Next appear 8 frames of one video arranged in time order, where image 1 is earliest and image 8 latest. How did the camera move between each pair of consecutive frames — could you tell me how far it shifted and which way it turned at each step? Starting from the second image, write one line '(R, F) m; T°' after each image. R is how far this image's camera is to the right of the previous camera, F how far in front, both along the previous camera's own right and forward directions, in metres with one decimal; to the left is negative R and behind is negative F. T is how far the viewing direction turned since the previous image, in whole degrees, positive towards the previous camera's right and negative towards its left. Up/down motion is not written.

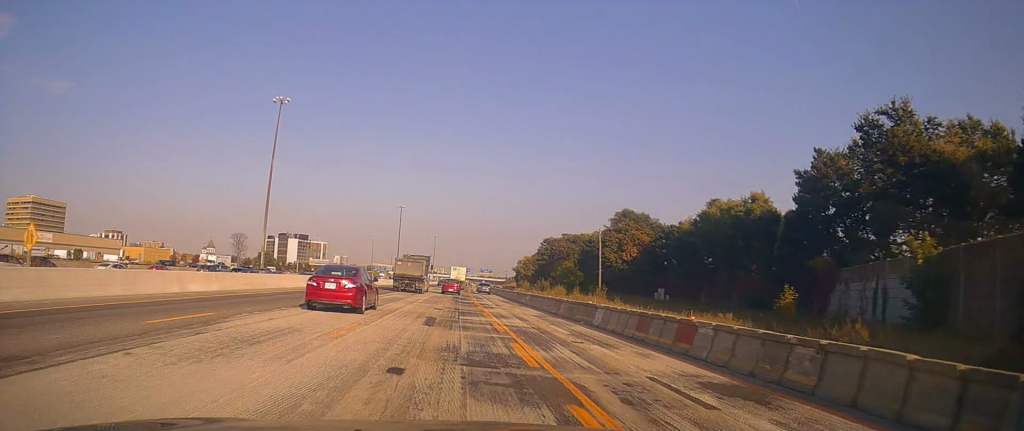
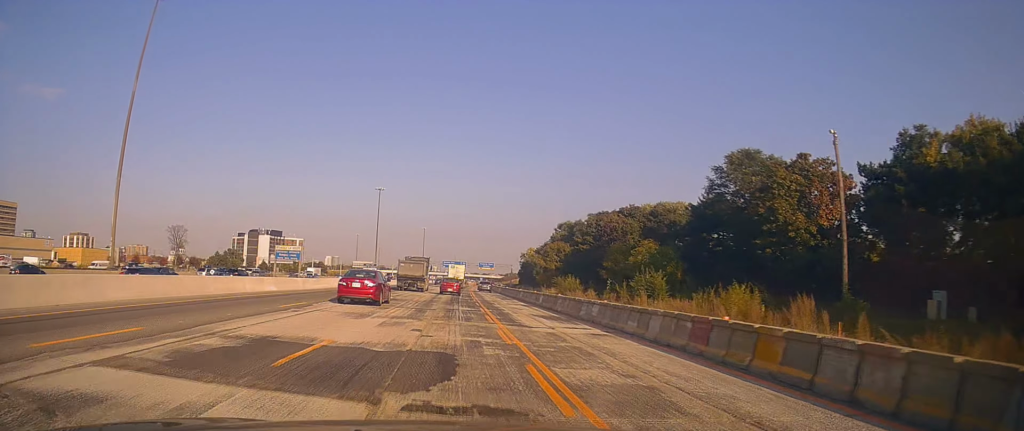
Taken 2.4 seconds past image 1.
(-1.2, +51.6) m; -2°
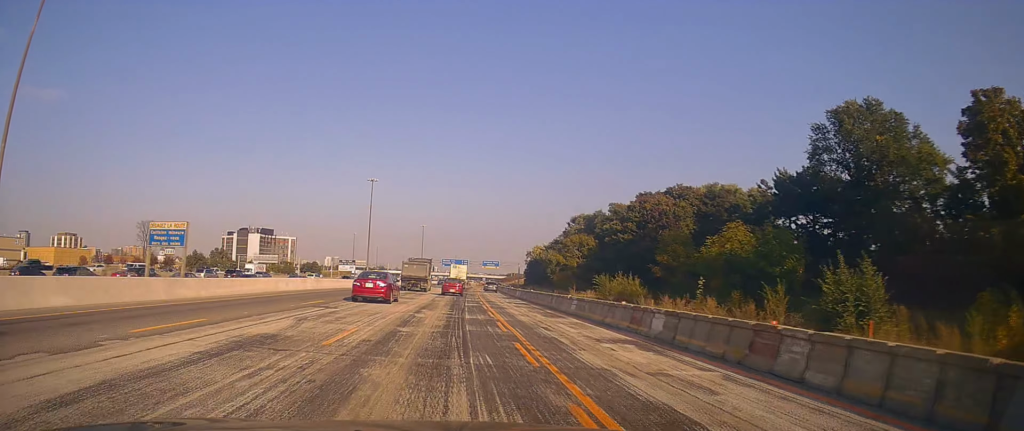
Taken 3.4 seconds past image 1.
(+0.3, +21.5) m; +3°
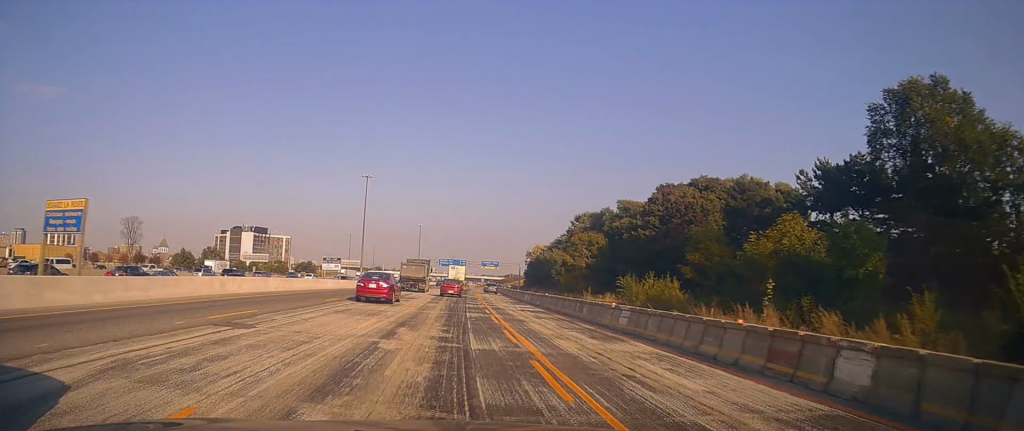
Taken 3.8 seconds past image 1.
(+0.4, +8.6) m; +1°
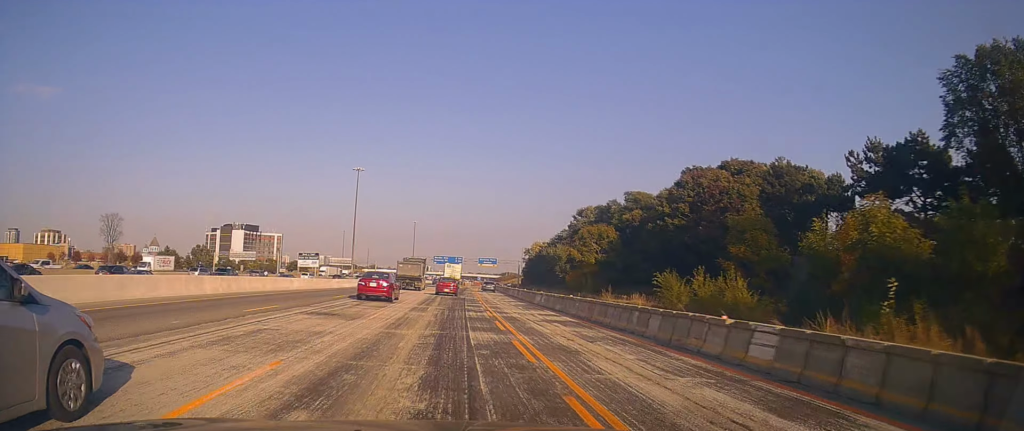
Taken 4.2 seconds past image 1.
(+0.3, +9.3) m; 0°
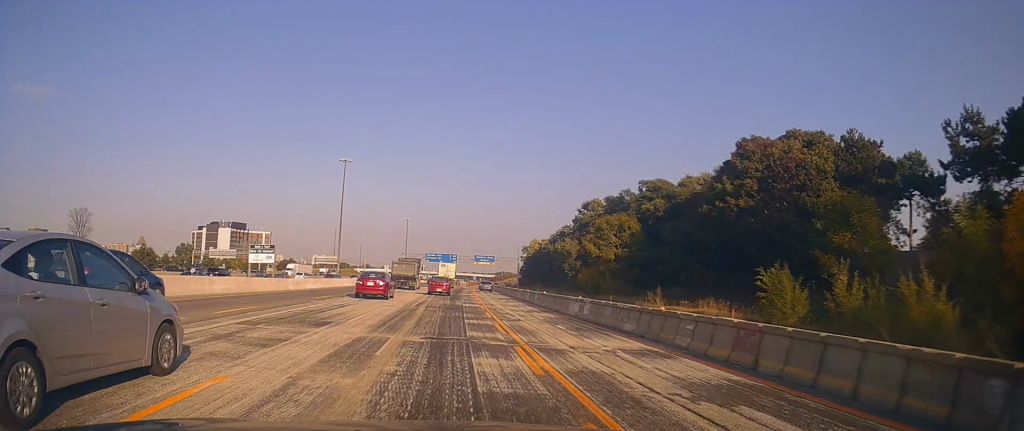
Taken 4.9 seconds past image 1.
(-0.3, +13.5) m; -1°
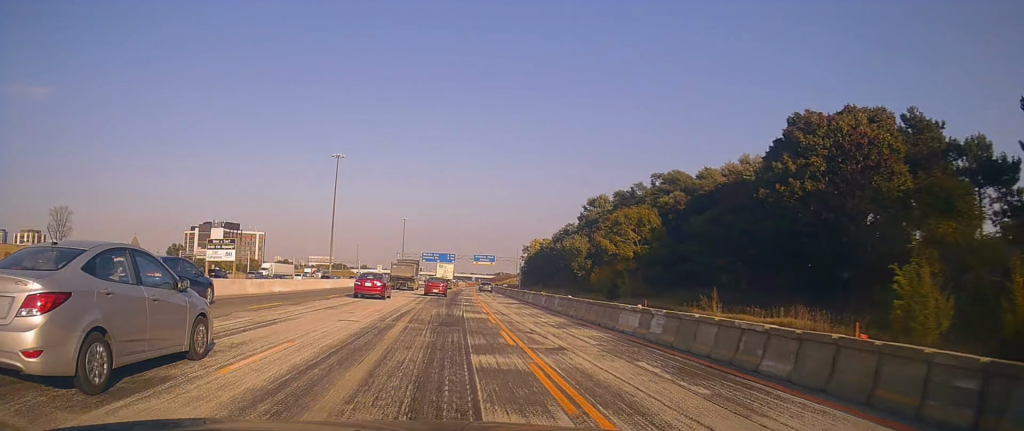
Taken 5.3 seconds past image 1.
(-0.1, +8.5) m; 0°
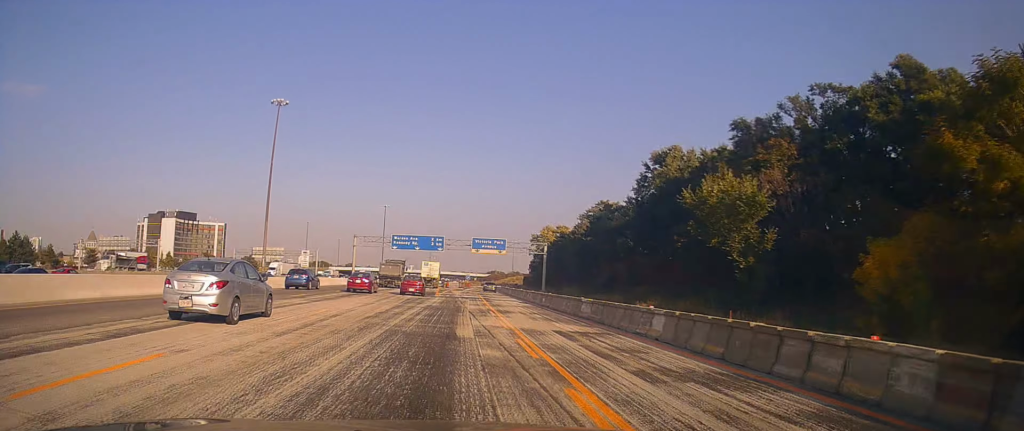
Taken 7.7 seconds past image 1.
(0.0, +51.0) m; +1°
